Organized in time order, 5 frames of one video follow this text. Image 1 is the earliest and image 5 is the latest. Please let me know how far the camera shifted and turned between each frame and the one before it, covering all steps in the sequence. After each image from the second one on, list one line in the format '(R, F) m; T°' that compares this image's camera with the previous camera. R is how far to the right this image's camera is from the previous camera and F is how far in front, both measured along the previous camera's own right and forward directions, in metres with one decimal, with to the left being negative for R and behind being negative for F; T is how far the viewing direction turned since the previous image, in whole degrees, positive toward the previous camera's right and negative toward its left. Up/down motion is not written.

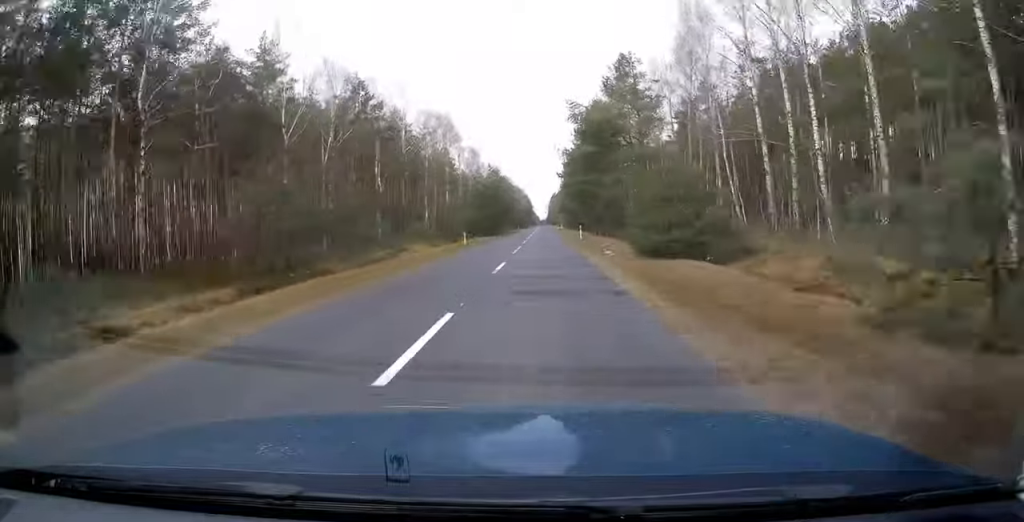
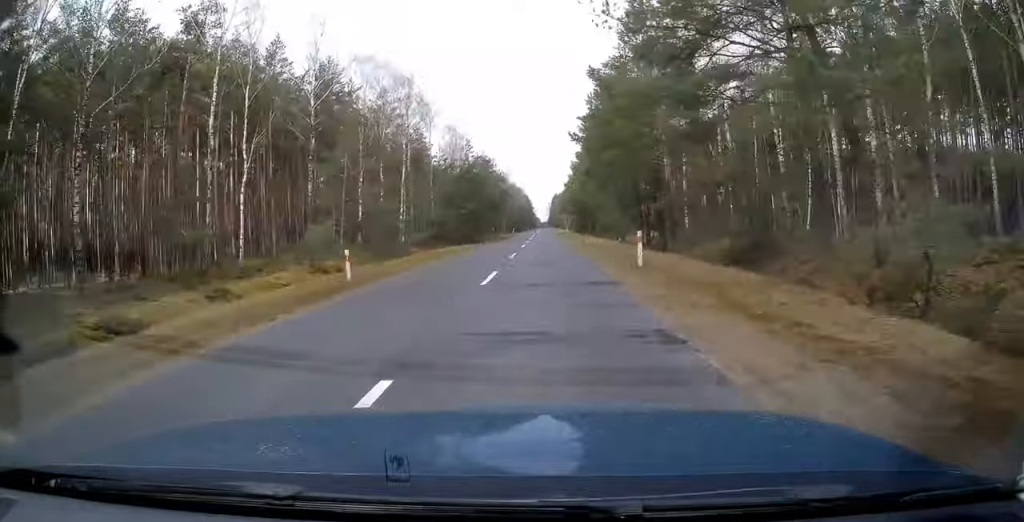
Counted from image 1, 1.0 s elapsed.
(0.0, +29.1) m; 0°
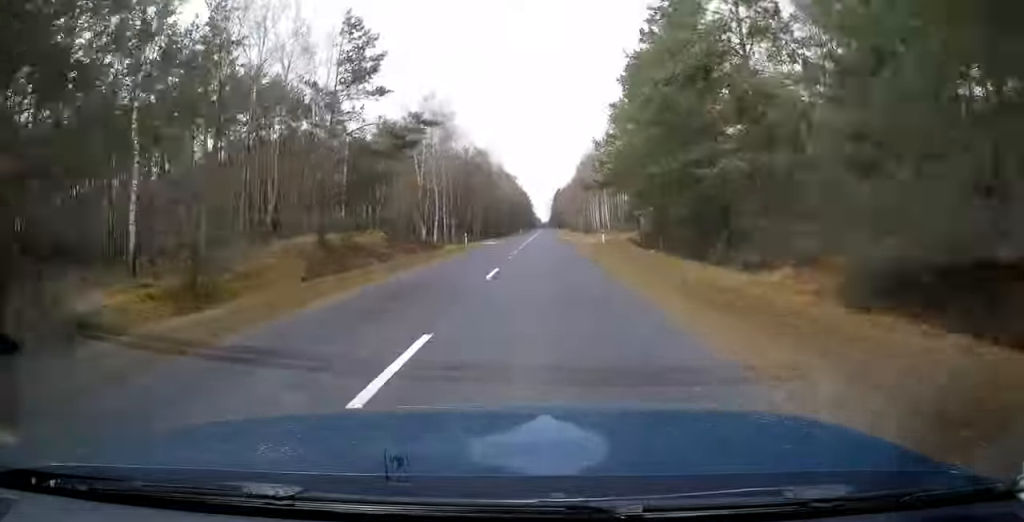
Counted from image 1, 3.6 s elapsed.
(-0.1, +71.1) m; 0°
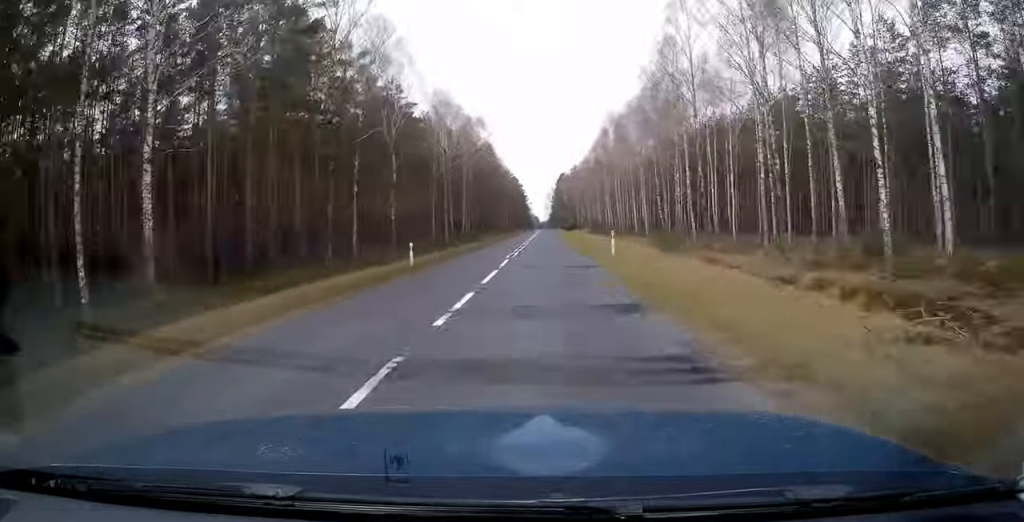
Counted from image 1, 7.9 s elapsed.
(+0.5, +118.3) m; 0°
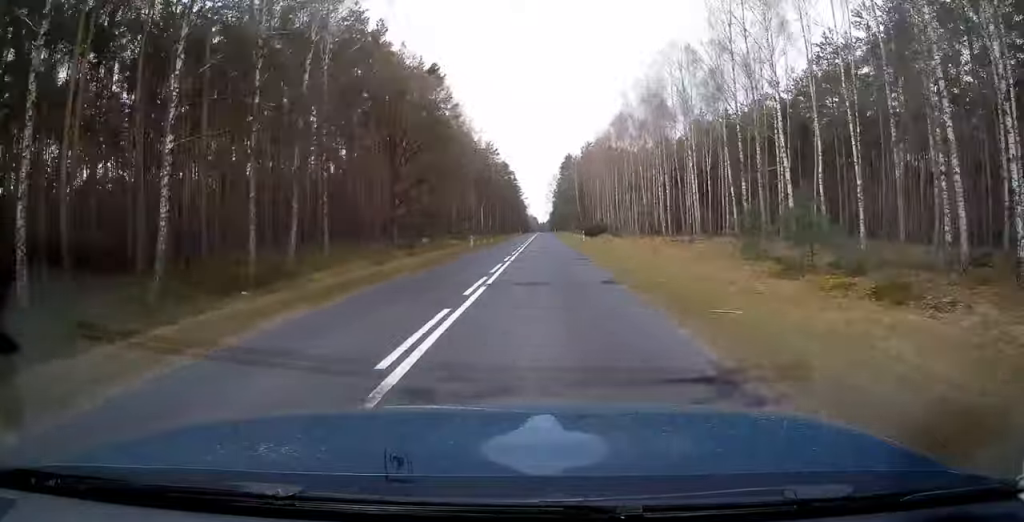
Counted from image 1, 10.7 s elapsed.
(0.0, +76.7) m; 0°
